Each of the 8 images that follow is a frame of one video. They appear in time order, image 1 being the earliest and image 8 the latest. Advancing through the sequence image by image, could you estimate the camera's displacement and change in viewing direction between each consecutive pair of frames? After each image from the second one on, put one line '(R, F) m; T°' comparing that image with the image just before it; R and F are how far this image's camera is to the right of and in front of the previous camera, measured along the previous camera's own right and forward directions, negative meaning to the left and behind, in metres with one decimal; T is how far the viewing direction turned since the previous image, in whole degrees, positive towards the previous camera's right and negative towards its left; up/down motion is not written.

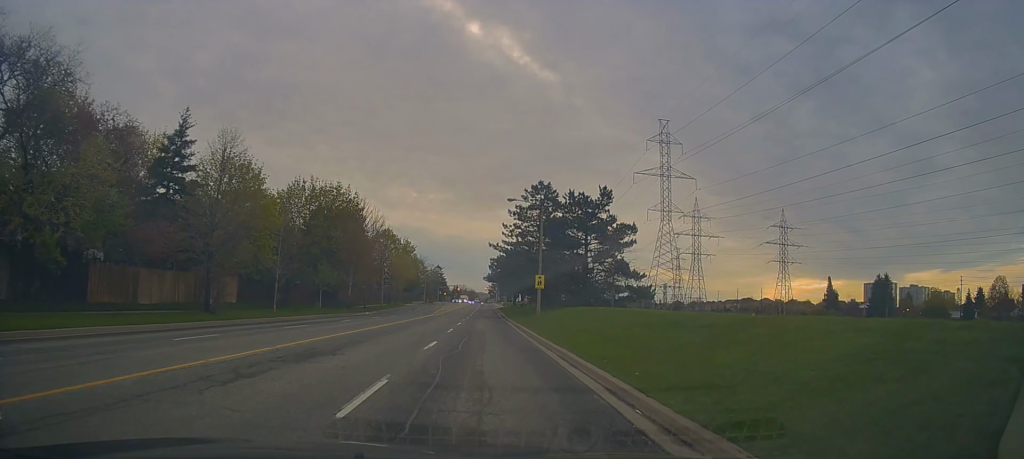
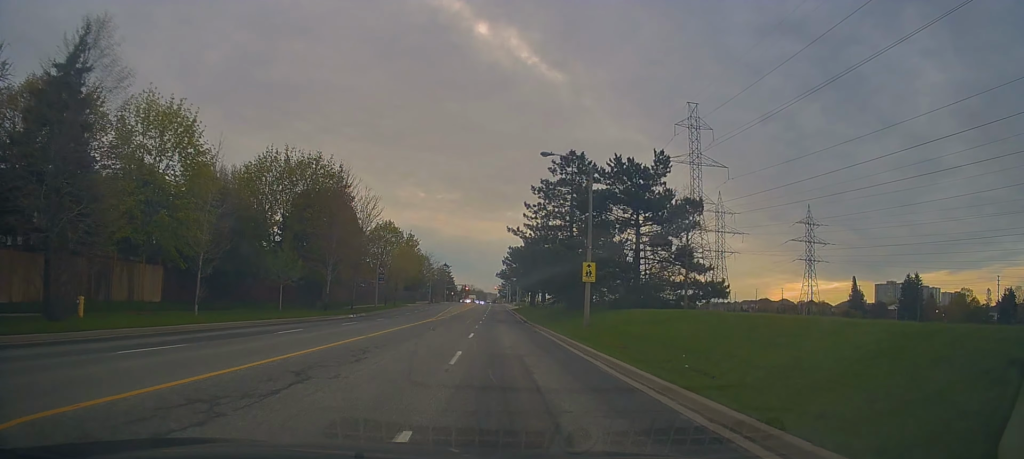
(-0.1, +11.5) m; -1°
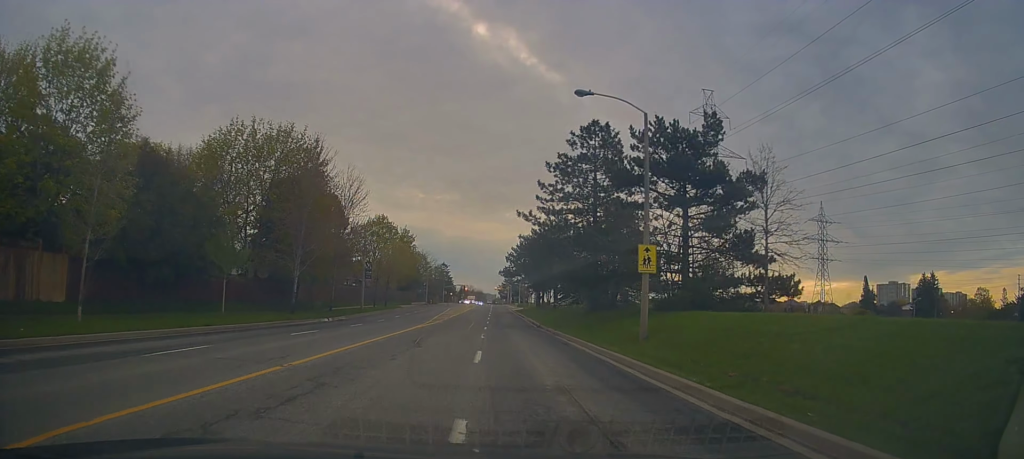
(0.0, +7.6) m; 0°
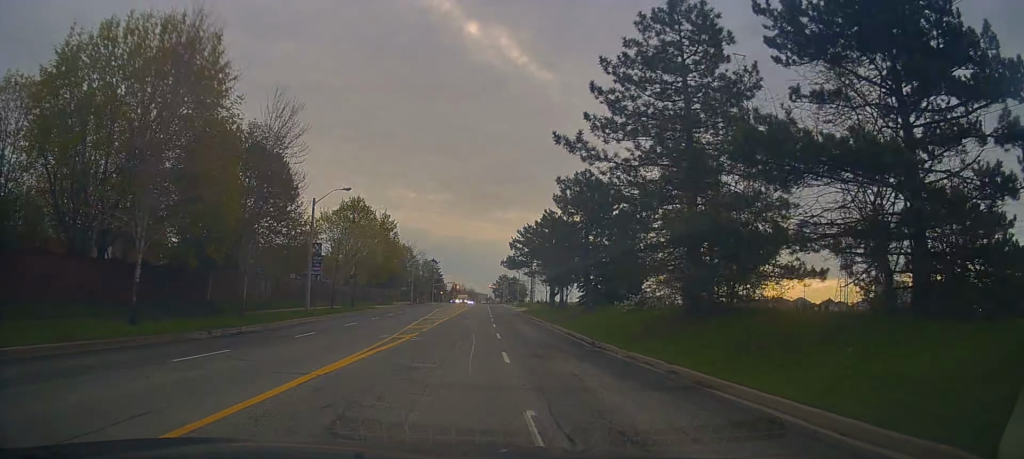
(-0.1, +17.1) m; 0°
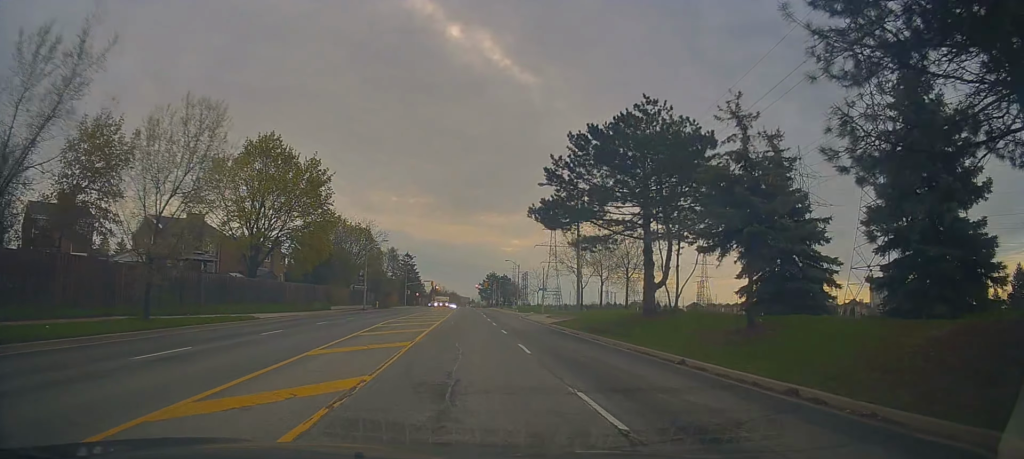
(+1.2, +36.7) m; +3°
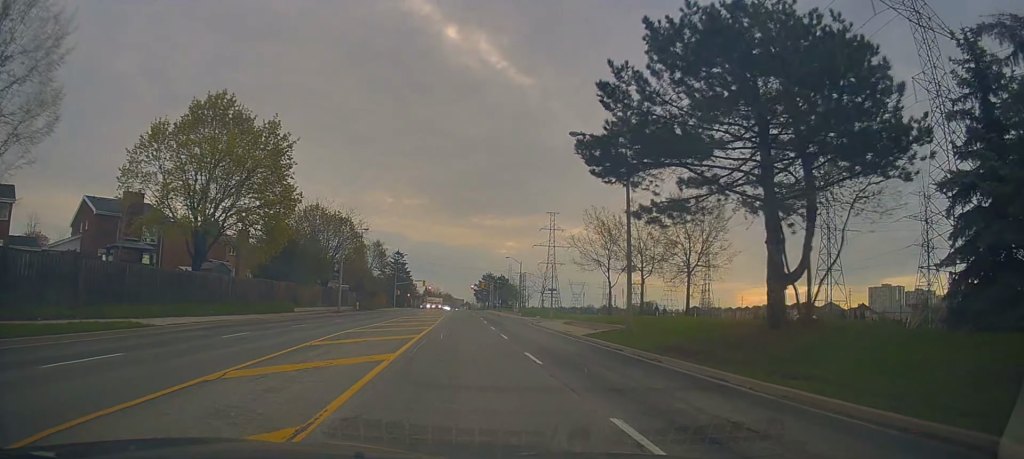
(0.0, +11.3) m; 0°
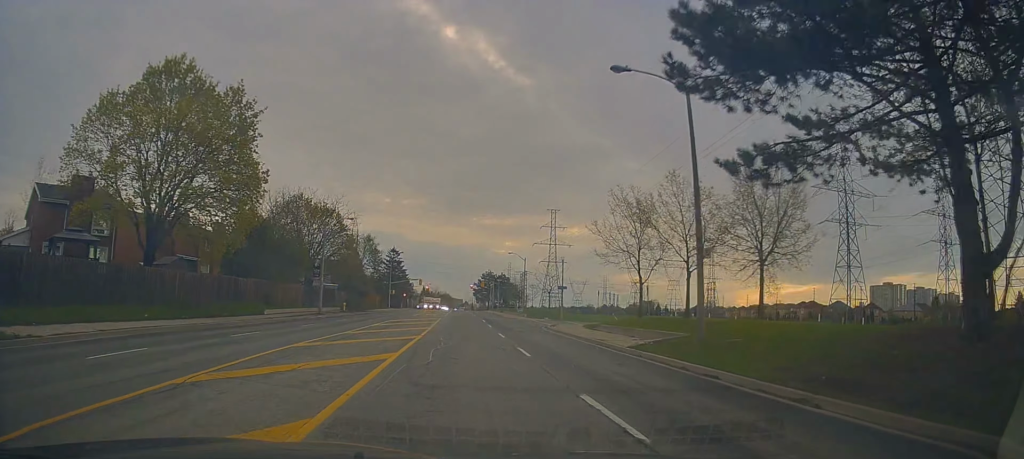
(-0.1, +7.1) m; 0°
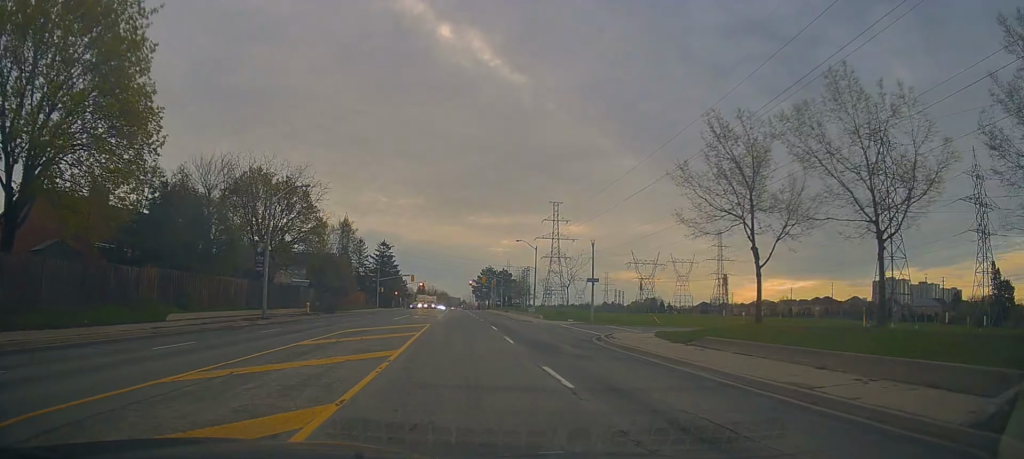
(+0.1, +13.5) m; +1°
